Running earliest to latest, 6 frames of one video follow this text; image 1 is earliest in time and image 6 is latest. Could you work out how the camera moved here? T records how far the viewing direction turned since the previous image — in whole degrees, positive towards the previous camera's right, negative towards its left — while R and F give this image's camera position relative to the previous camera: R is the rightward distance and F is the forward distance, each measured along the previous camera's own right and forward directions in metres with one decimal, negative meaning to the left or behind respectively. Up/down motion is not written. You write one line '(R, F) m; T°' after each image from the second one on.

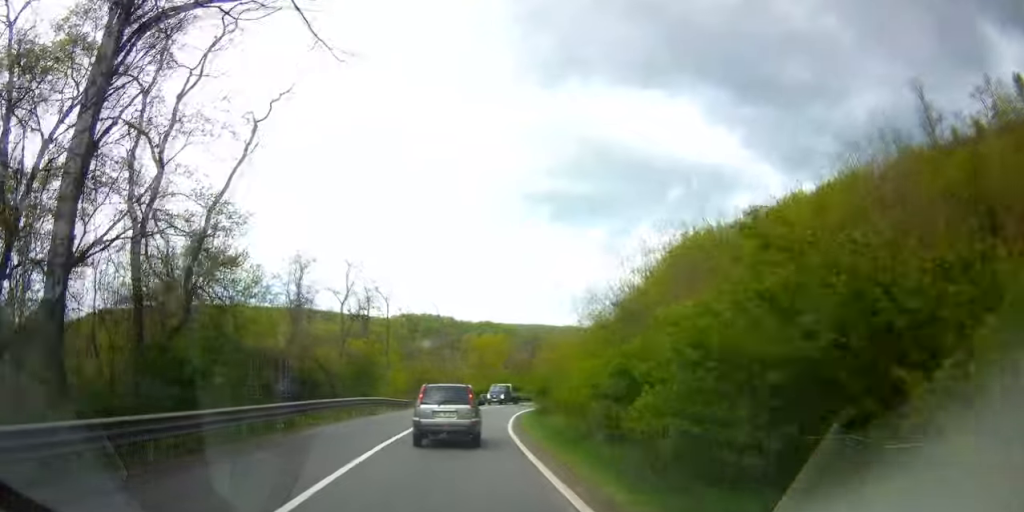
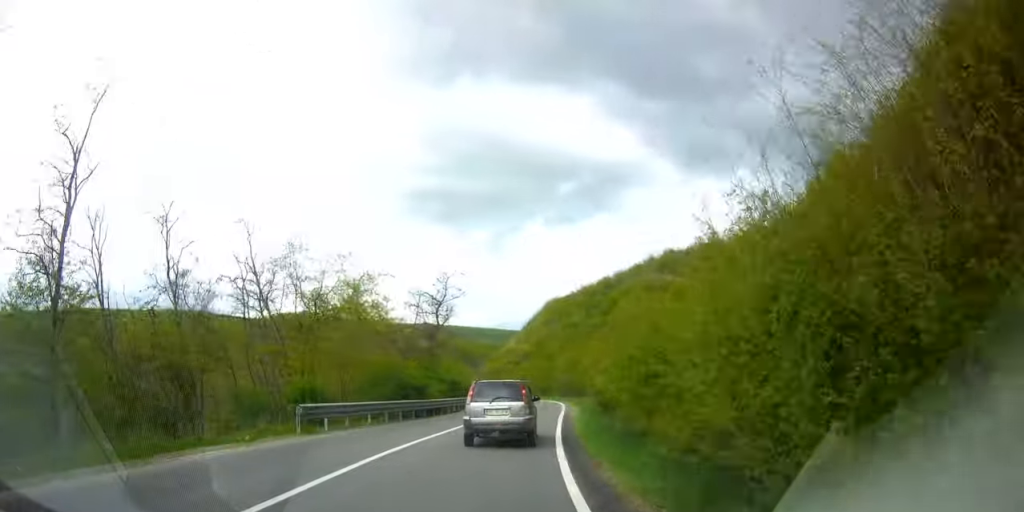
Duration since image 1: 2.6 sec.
(-5.1, +45.6) m; -9°
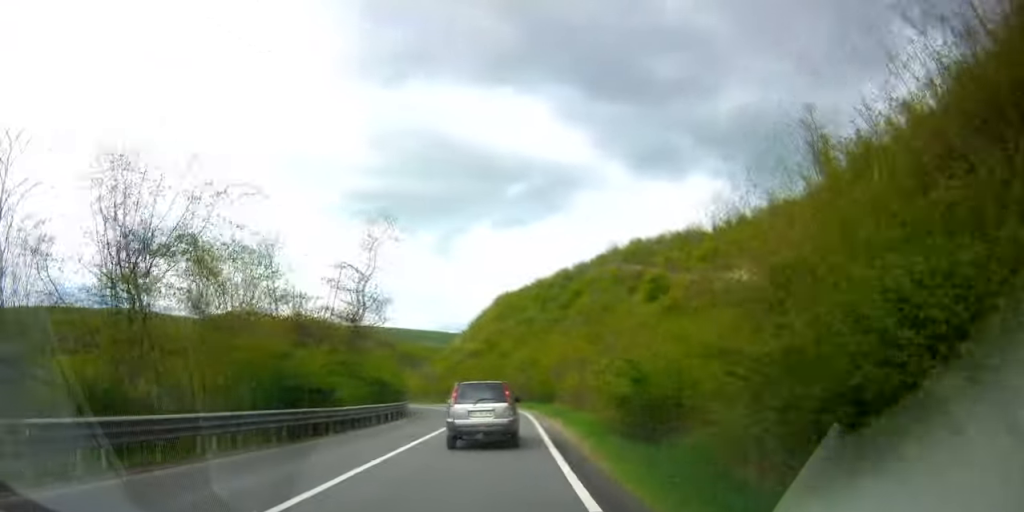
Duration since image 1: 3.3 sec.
(-0.1, +11.8) m; +1°
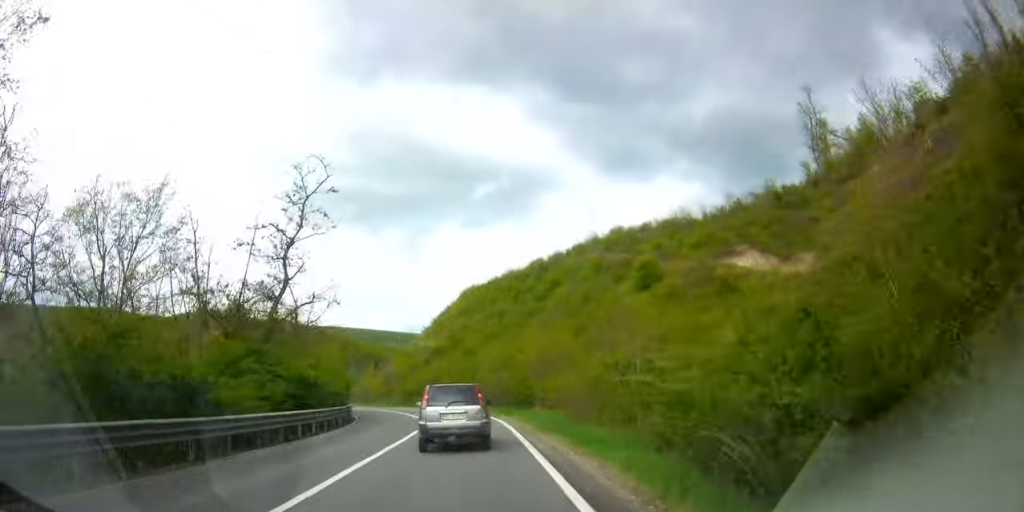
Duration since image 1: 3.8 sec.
(+0.3, +9.0) m; +3°
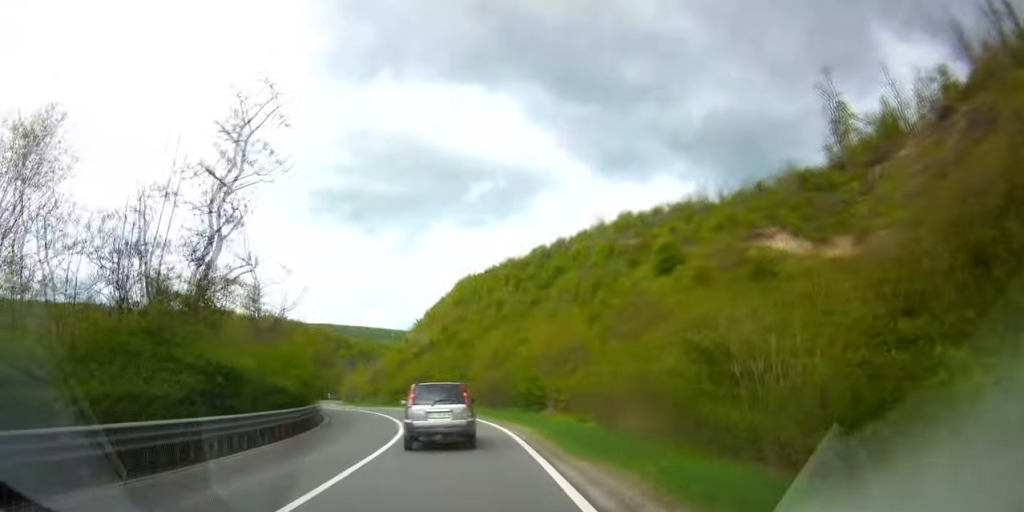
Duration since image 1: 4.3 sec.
(-0.2, +7.6) m; +3°
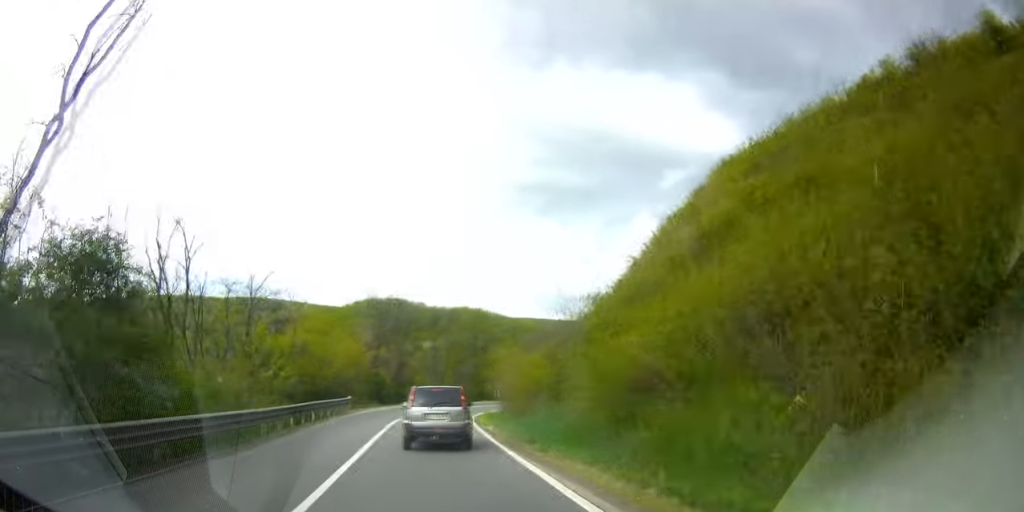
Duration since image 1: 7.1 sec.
(+6.6, +45.9) m; +8°
